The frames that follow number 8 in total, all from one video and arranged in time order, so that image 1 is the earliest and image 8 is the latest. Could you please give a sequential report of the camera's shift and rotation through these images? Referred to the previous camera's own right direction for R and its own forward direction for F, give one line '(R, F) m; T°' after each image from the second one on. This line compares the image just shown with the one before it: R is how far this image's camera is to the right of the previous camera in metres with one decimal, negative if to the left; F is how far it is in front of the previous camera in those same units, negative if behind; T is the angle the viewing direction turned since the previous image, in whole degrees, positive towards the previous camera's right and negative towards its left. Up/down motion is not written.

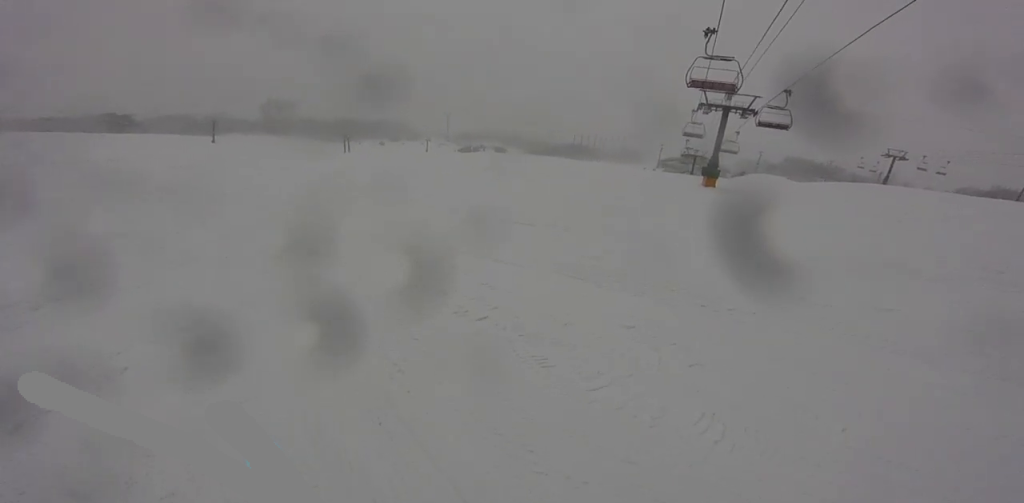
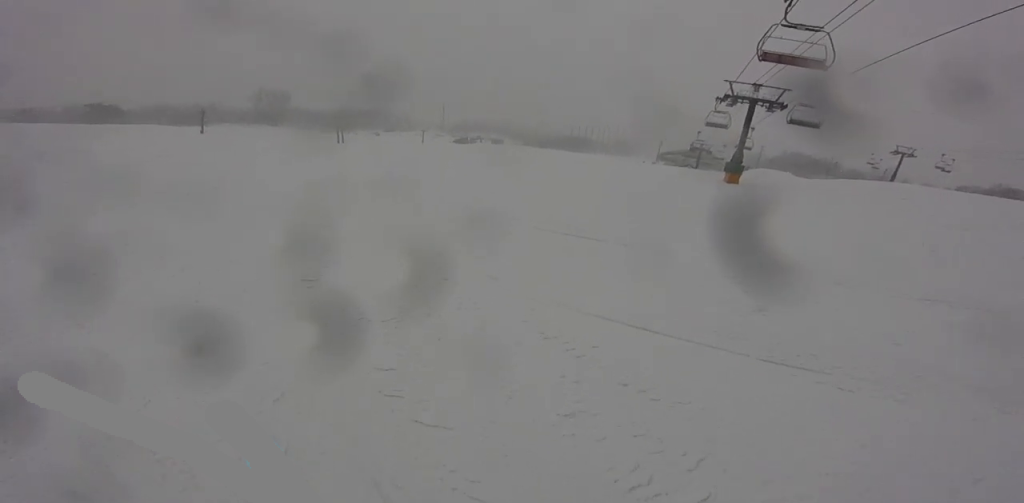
(+0.8, +3.4) m; 0°
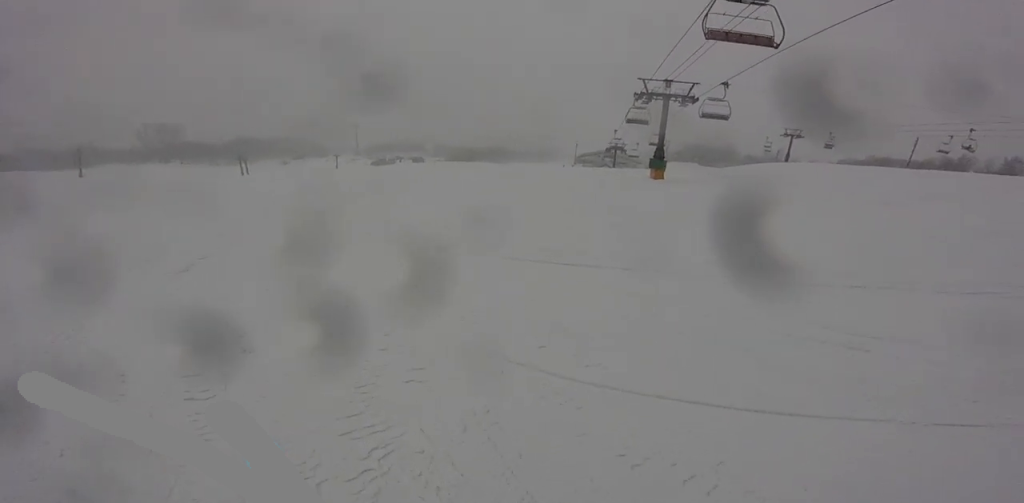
(+0.4, +2.1) m; 0°
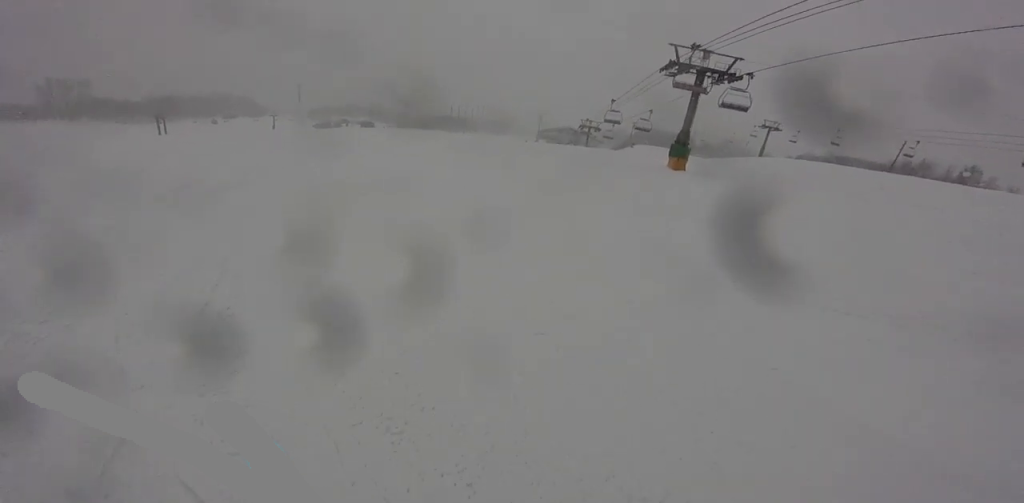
(-0.1, +9.3) m; +13°
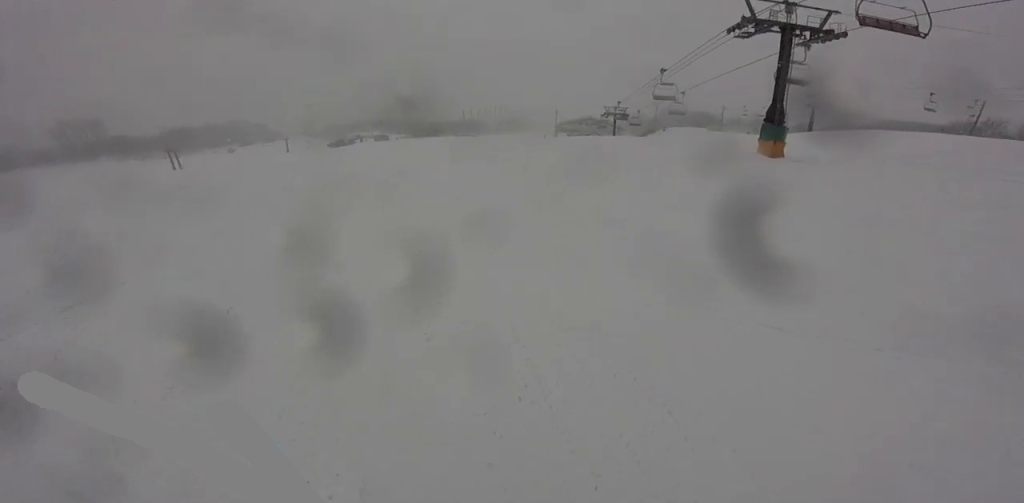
(+0.7, +7.4) m; +10°
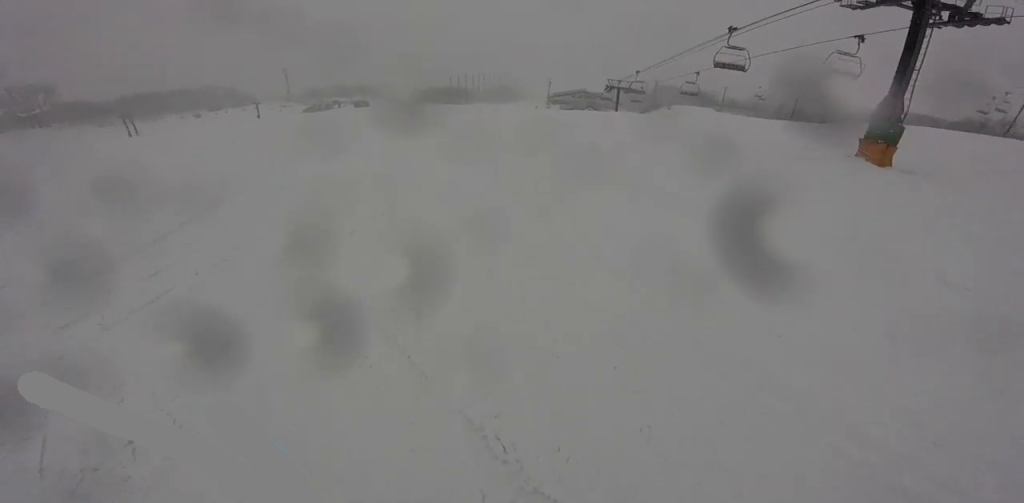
(+0.1, +6.1) m; 0°
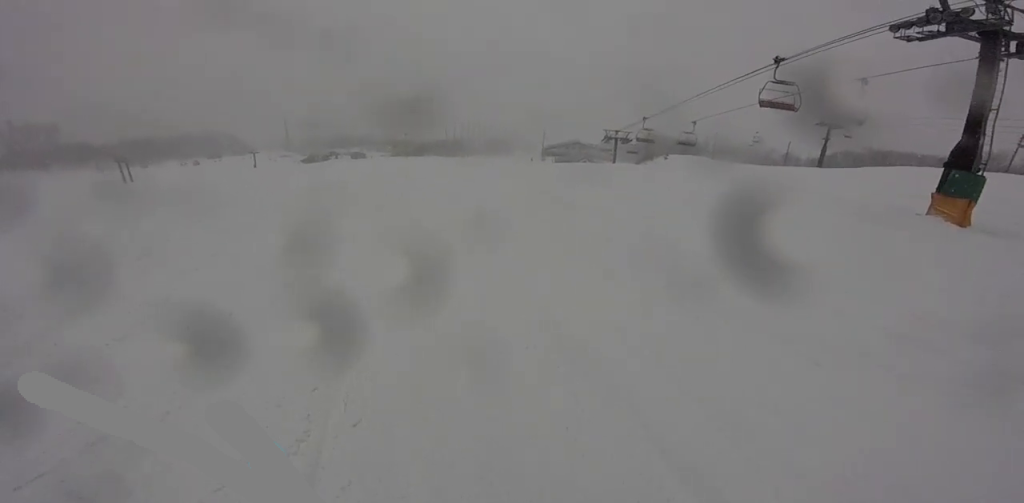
(-0.1, +3.3) m; +3°
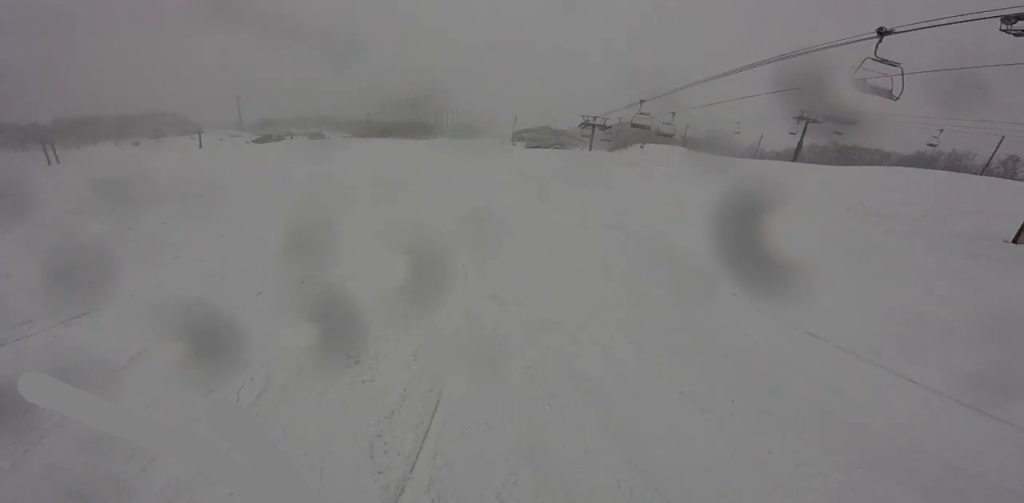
(+0.4, +3.8) m; +7°
